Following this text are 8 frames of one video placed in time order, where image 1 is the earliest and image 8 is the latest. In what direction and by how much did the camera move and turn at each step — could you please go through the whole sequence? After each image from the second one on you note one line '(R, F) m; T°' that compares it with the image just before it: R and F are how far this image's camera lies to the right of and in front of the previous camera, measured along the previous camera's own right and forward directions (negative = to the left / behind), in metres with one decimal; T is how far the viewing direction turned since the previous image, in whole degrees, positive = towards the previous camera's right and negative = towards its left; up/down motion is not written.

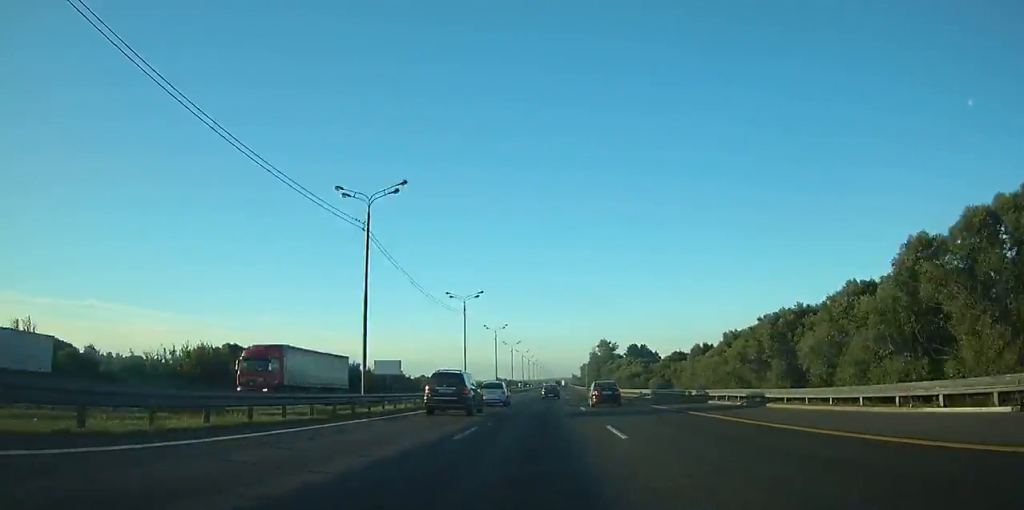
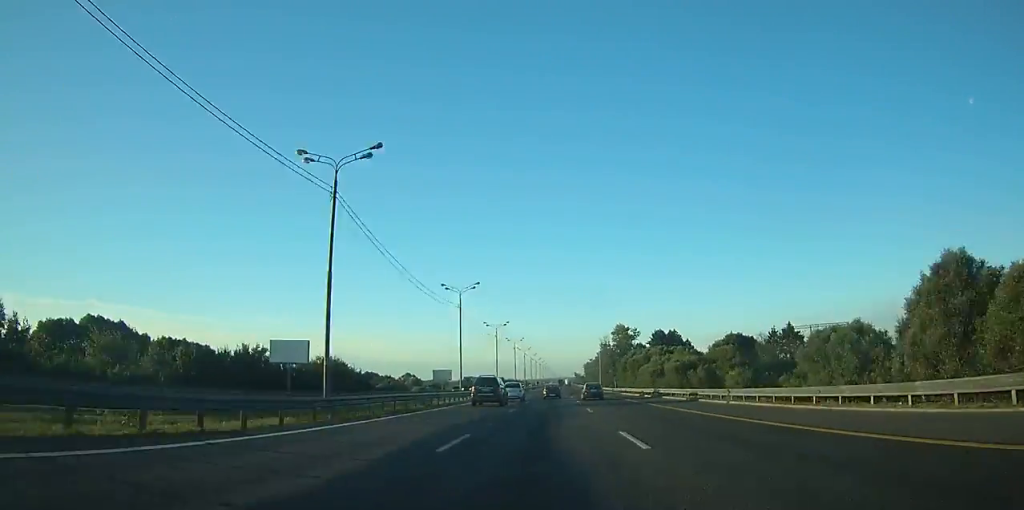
(0.0, +49.5) m; 0°
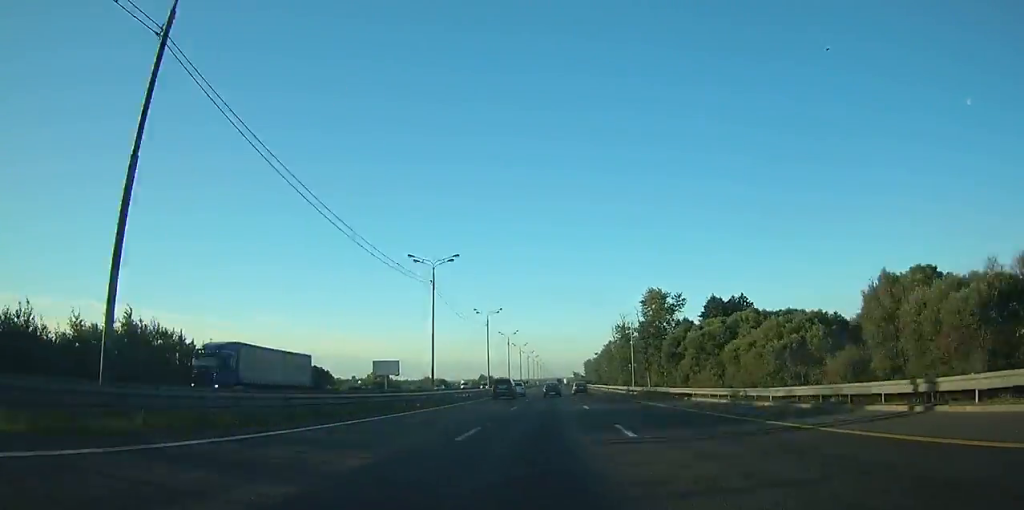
(+0.1, +61.6) m; 0°
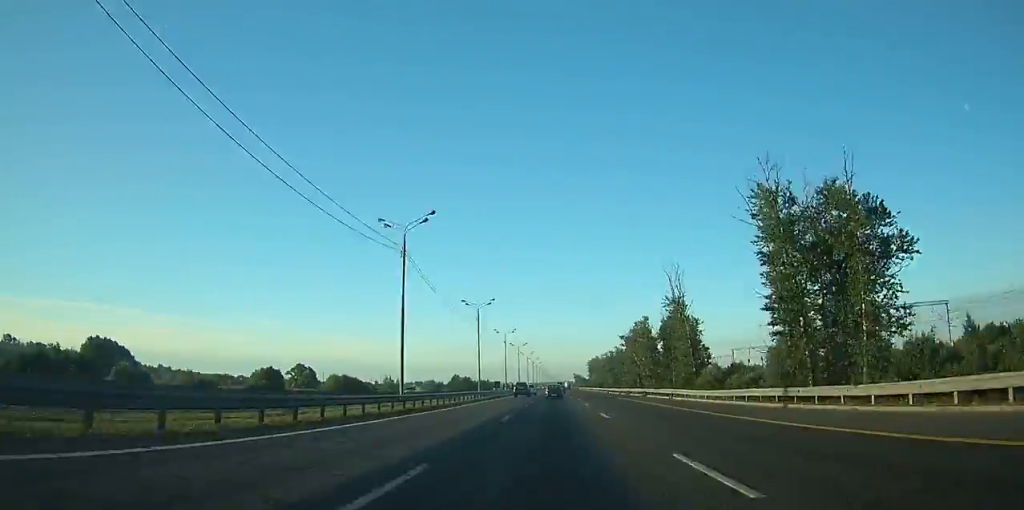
(+0.3, +106.1) m; 0°
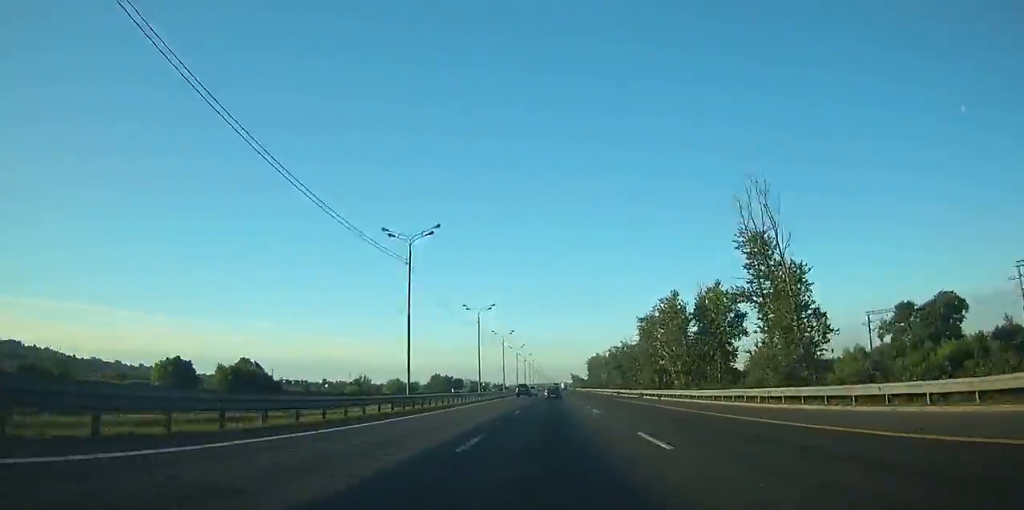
(+0.1, +46.4) m; 0°
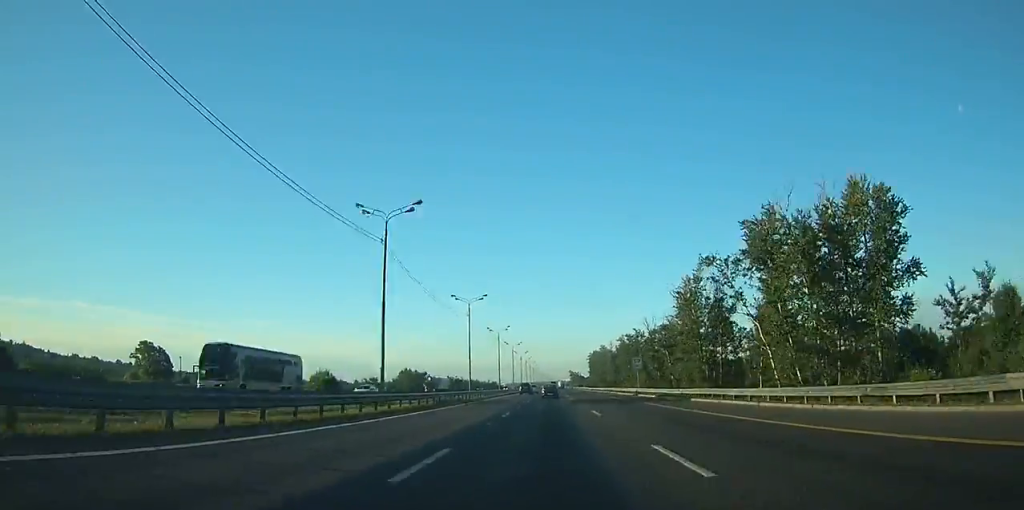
(+0.1, +54.5) m; 0°
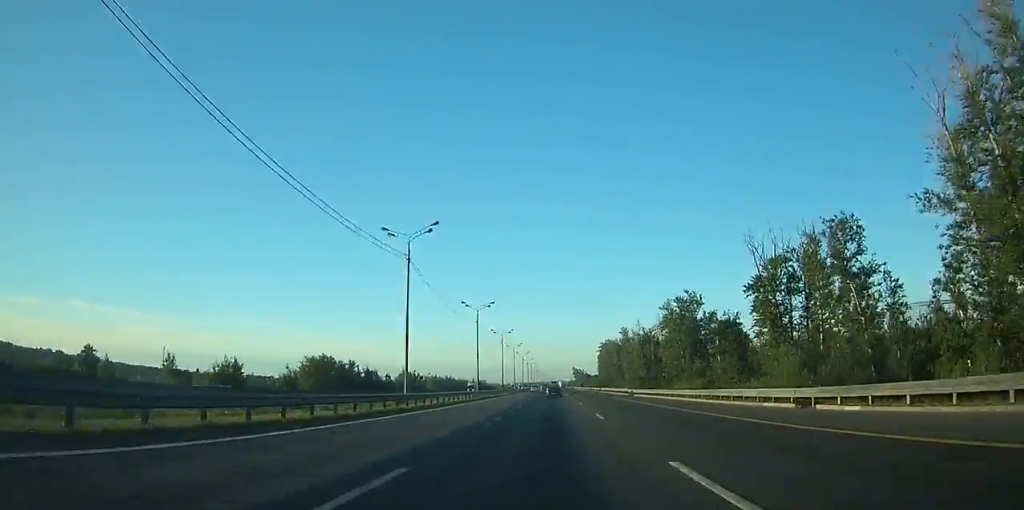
(+0.2, +84.1) m; 0°
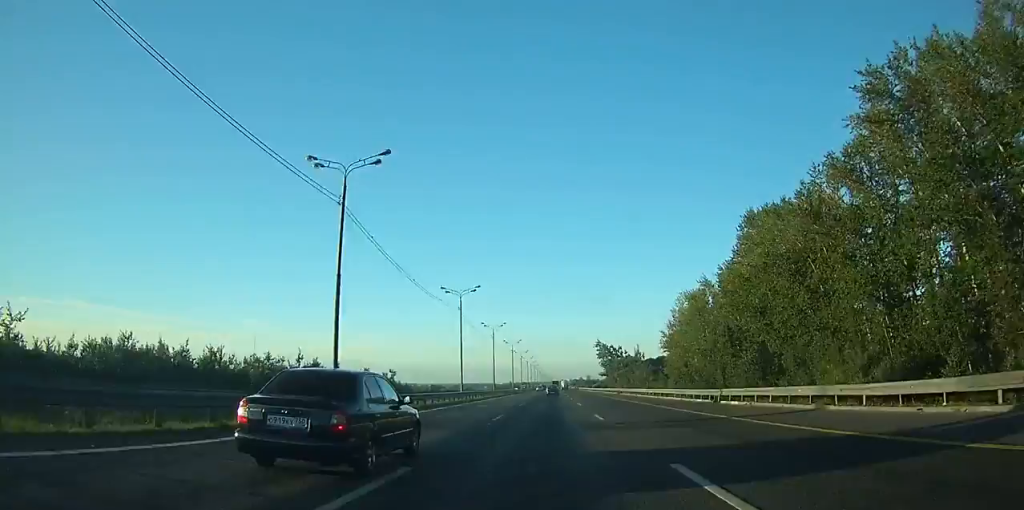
(+0.5, +233.2) m; 0°
